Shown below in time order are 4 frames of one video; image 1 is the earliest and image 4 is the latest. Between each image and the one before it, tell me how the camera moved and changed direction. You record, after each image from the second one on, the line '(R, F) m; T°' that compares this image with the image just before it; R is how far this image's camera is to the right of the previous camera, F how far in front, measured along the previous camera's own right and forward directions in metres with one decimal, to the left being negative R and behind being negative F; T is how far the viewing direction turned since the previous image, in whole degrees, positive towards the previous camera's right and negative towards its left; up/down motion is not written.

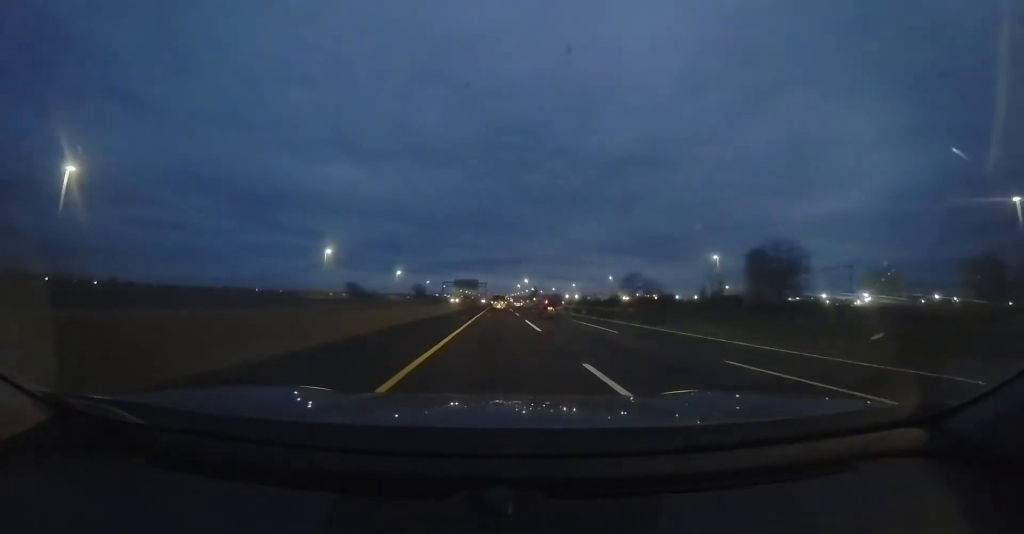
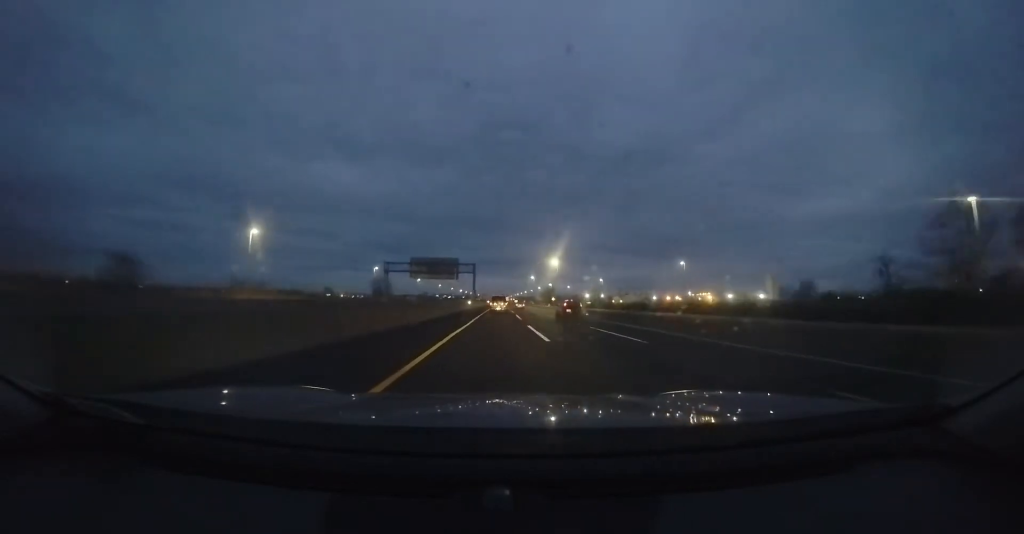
(0.0, +81.2) m; 0°
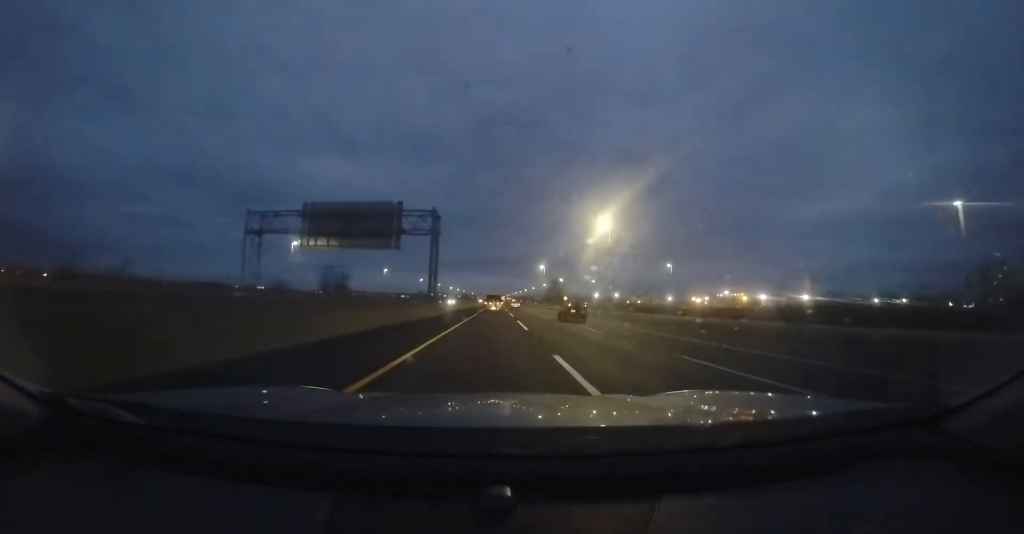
(+0.3, +41.7) m; +1°
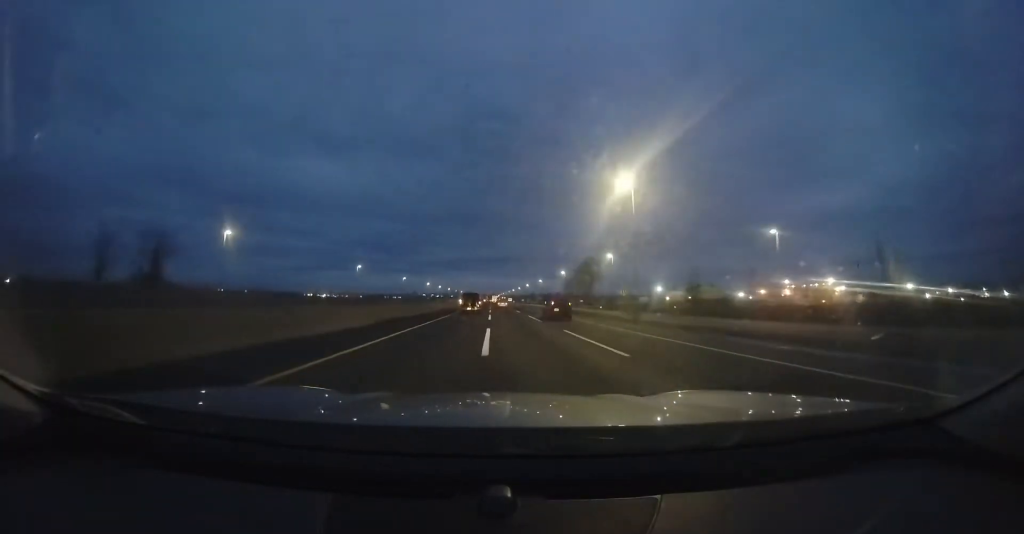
(+0.8, +69.4) m; 0°
